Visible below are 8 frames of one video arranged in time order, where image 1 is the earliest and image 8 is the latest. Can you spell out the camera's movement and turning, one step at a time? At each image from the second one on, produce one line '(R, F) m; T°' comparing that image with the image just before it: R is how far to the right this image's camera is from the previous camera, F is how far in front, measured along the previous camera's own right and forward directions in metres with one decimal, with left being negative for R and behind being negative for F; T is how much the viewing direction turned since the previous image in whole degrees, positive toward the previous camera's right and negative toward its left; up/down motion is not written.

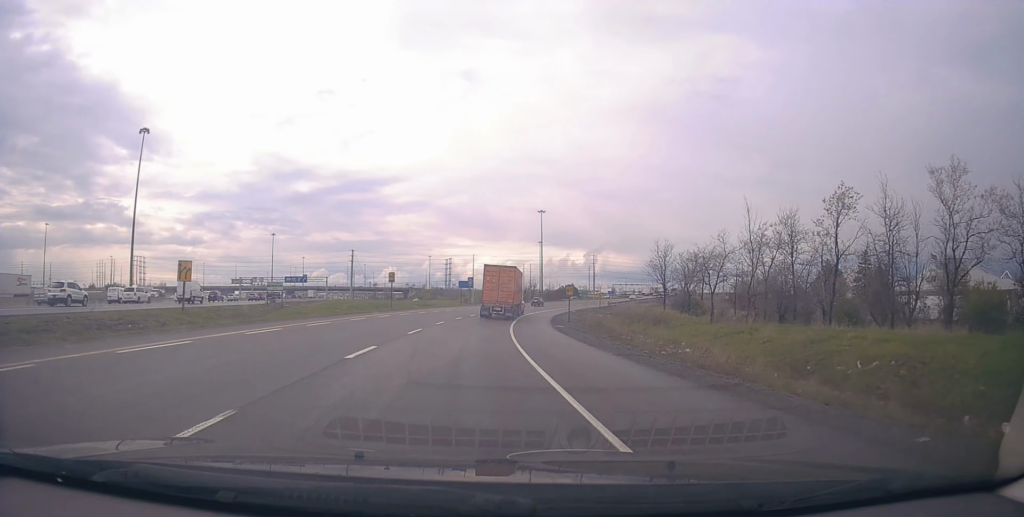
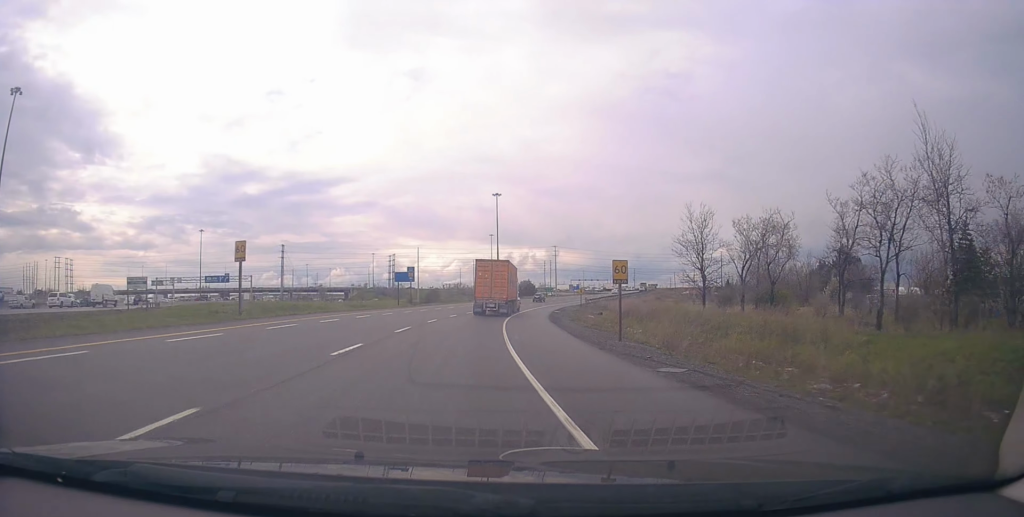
(+0.9, +26.6) m; +4°
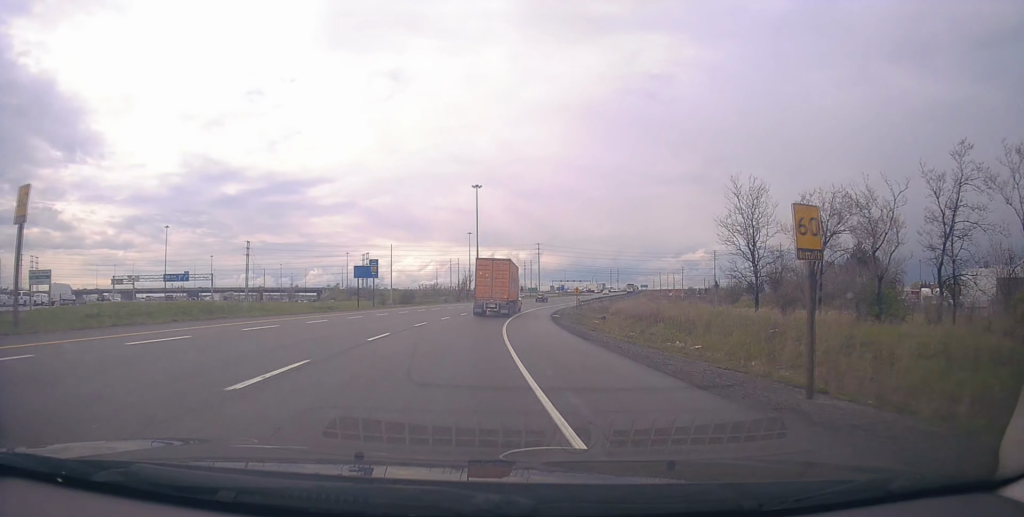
(+0.2, +13.2) m; +3°
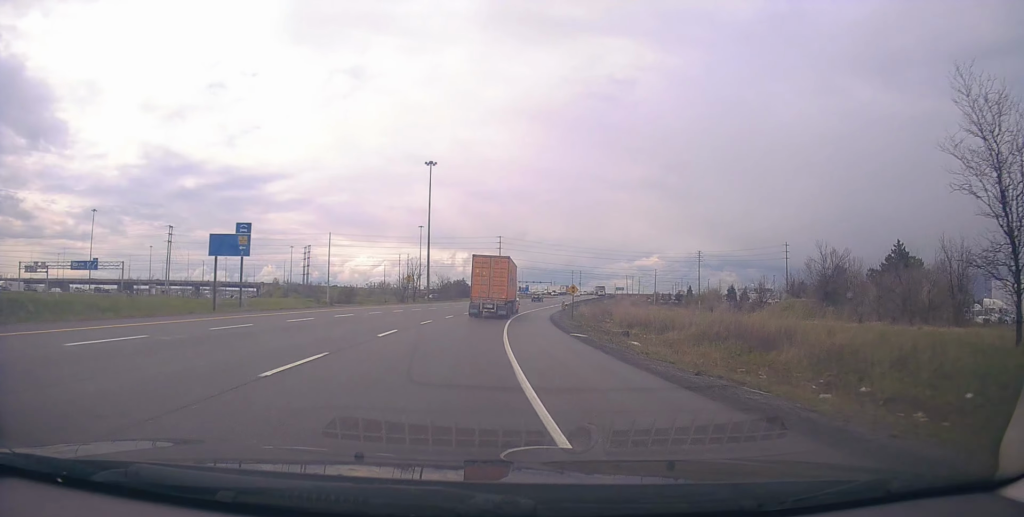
(+1.2, +24.9) m; +6°
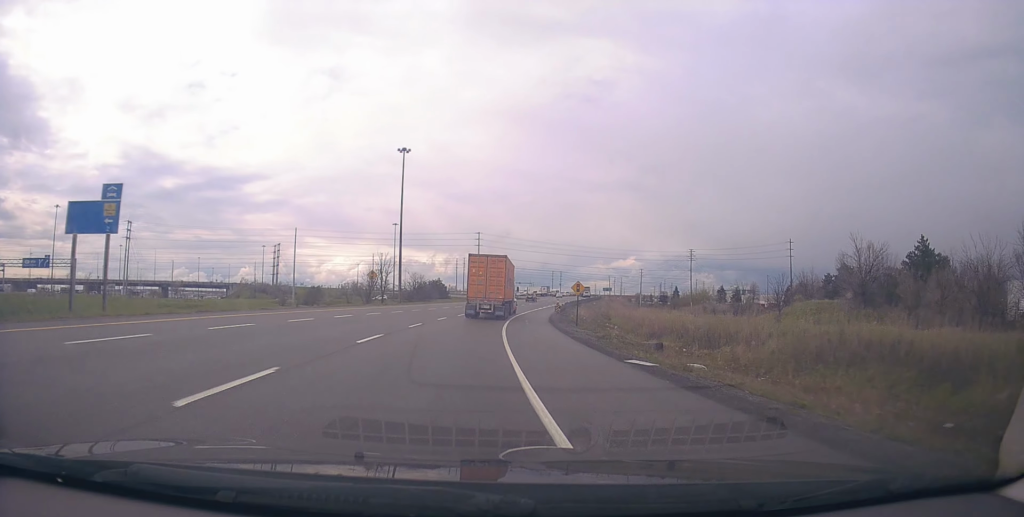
(+0.4, +11.2) m; +2°
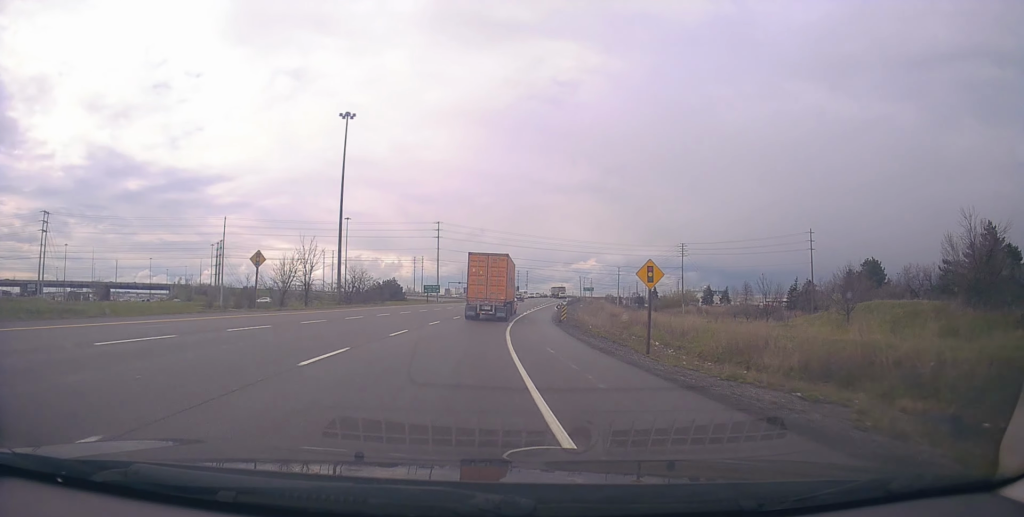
(+0.8, +21.6) m; +4°
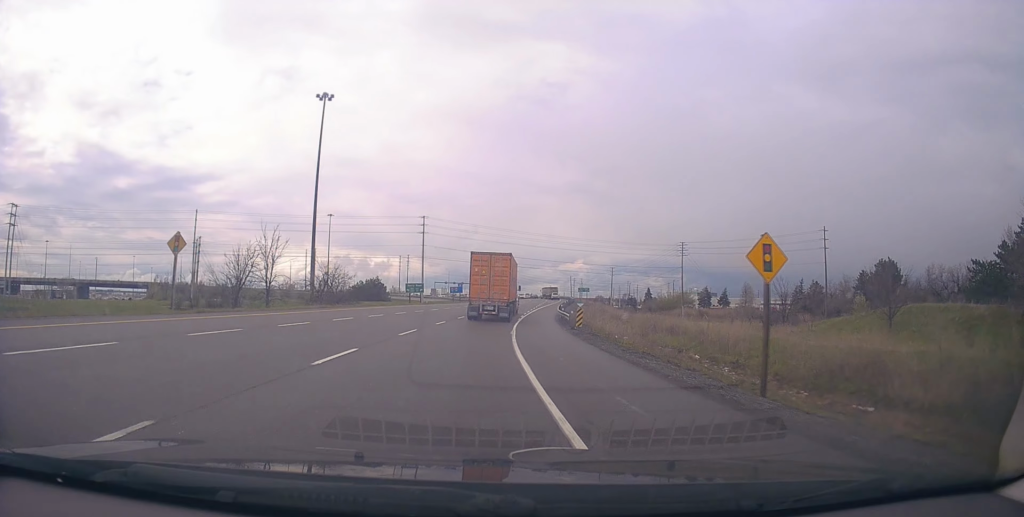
(0.0, +8.4) m; +1°
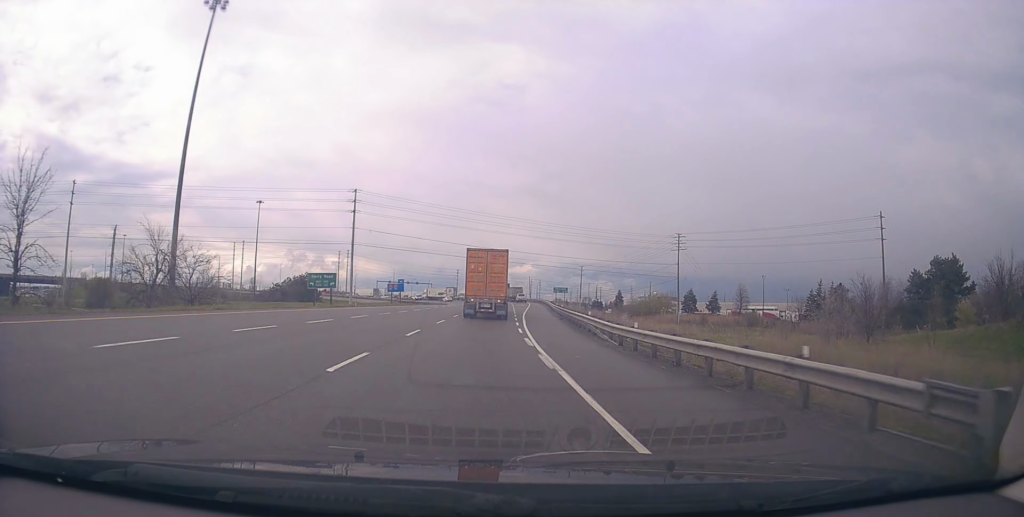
(+1.0, +28.2) m; +5°
